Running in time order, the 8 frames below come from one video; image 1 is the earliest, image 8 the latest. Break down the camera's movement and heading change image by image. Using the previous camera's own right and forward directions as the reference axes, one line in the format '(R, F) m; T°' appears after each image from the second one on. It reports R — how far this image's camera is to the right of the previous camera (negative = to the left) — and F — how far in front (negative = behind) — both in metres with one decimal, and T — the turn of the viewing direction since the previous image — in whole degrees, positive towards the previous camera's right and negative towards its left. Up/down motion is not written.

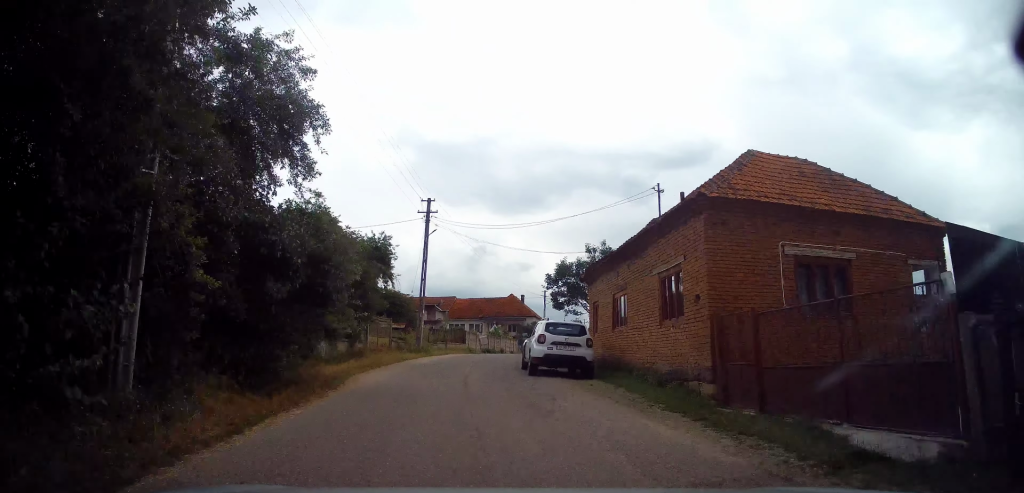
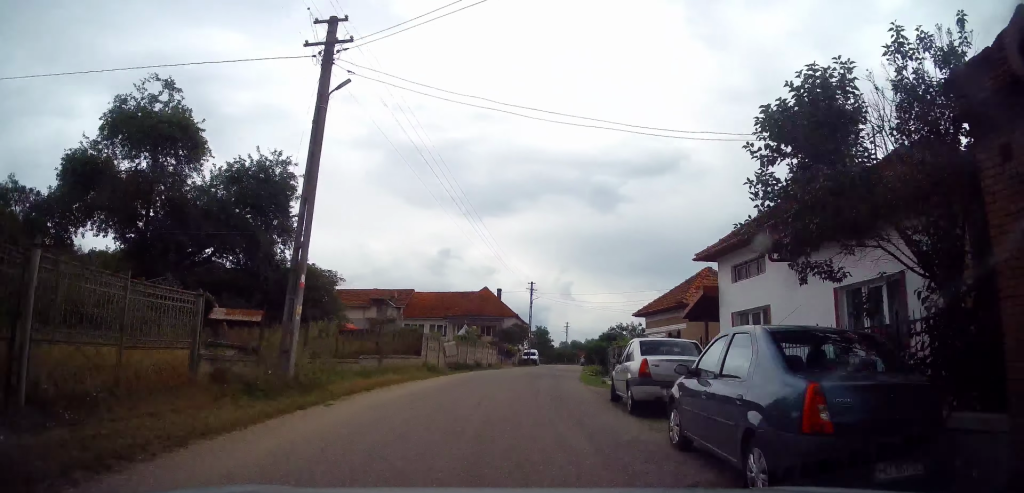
(0.0, +22.0) m; +2°
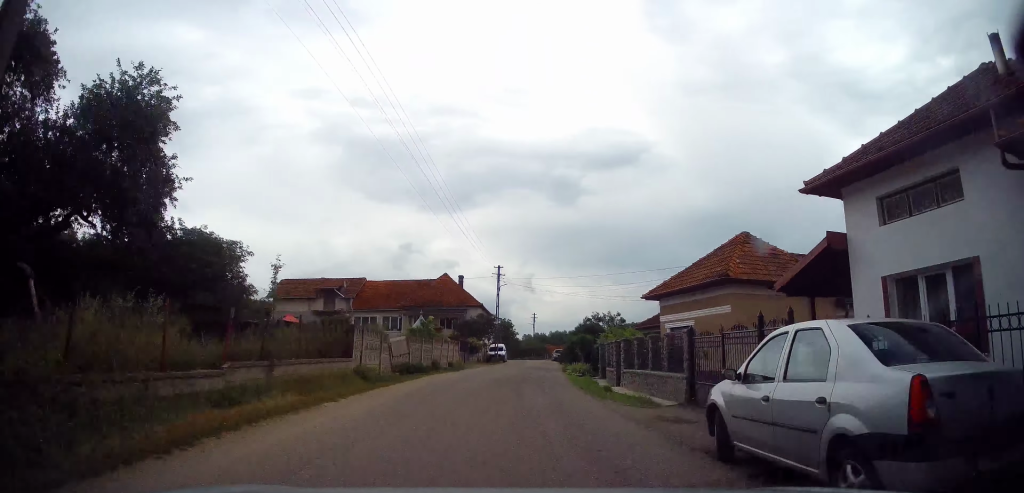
(+0.3, +8.6) m; +3°
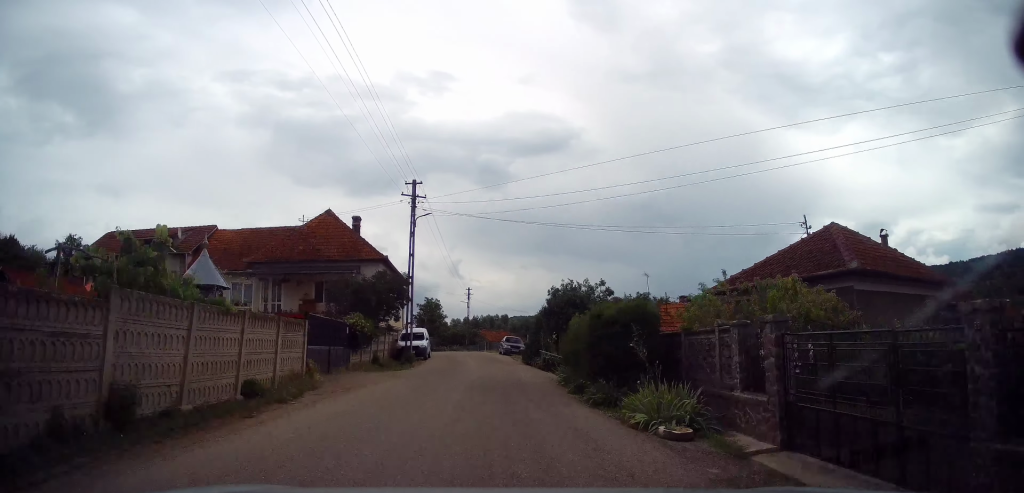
(+2.0, +23.8) m; +7°
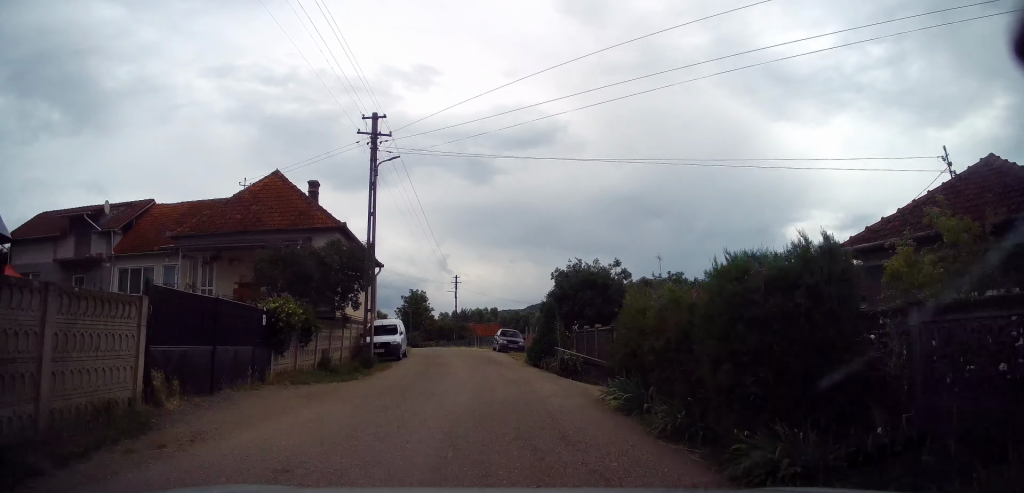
(-0.1, +7.2) m; +1°
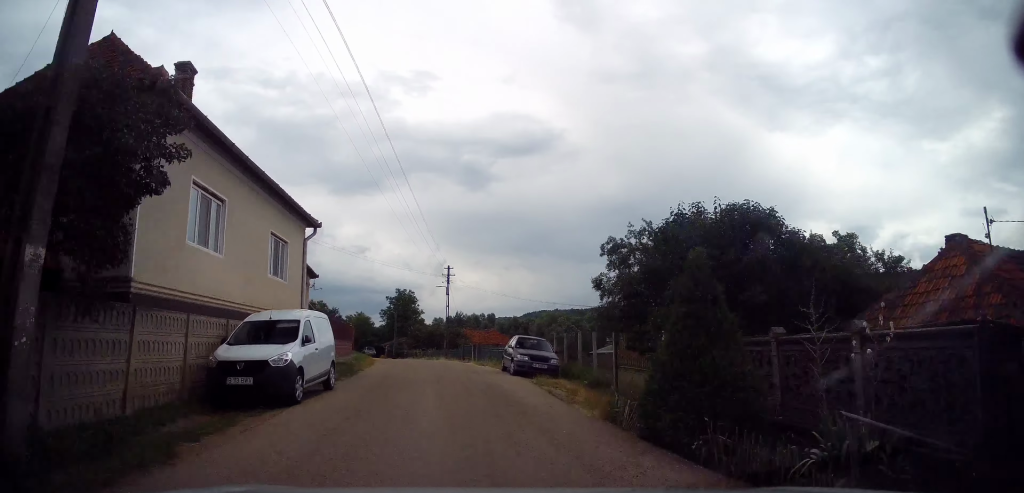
(+0.2, +13.3) m; +1°
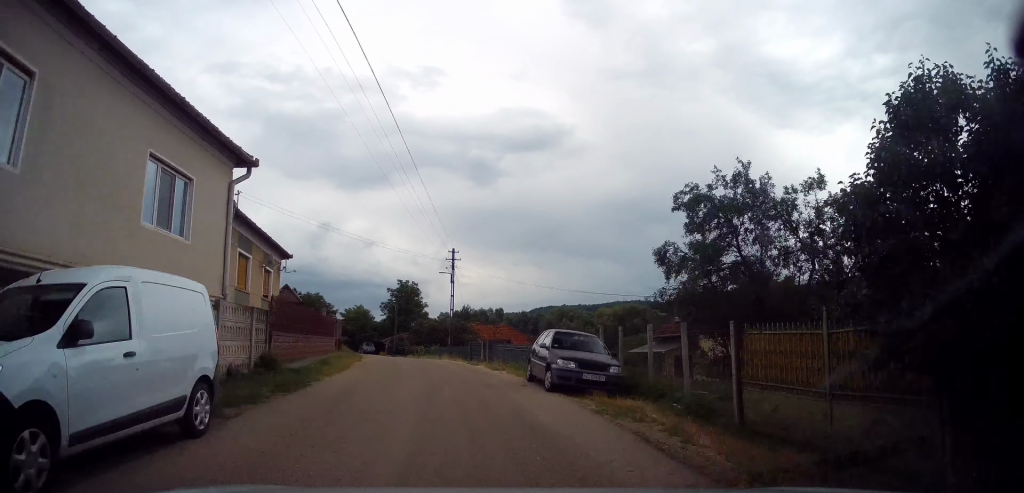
(+0.3, +6.6) m; 0°
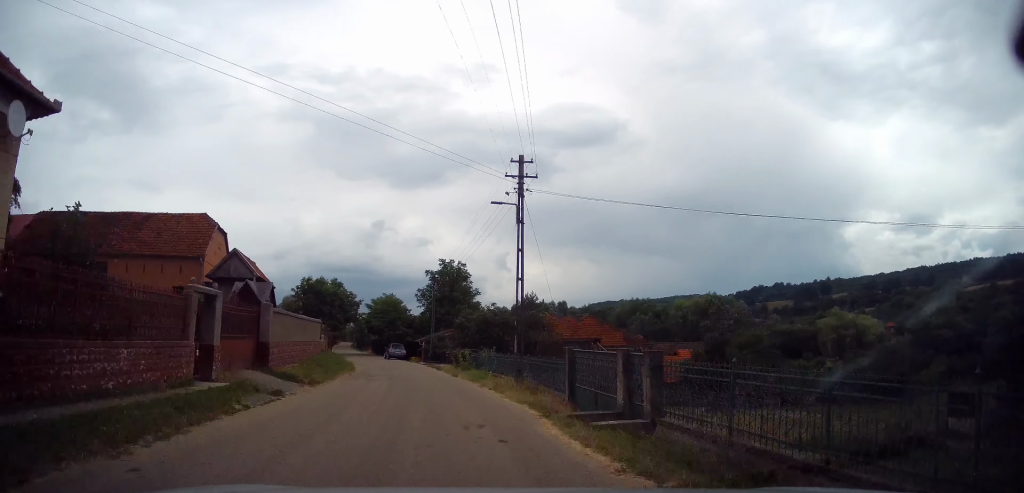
(-1.5, +20.4) m; -9°
